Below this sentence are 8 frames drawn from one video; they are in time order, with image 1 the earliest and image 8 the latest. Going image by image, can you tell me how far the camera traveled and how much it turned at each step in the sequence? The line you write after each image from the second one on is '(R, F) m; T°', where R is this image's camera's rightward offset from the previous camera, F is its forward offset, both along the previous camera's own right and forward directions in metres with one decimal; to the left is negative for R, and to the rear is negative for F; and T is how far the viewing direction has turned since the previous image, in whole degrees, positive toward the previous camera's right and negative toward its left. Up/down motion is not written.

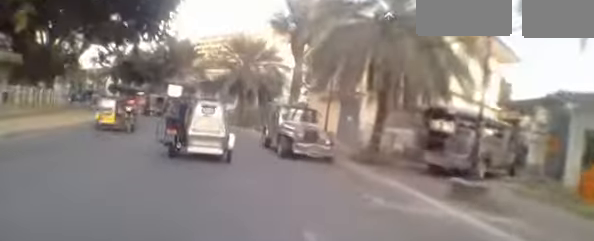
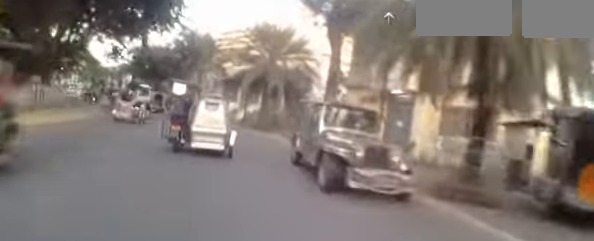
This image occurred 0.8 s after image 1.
(-0.5, +4.2) m; -2°
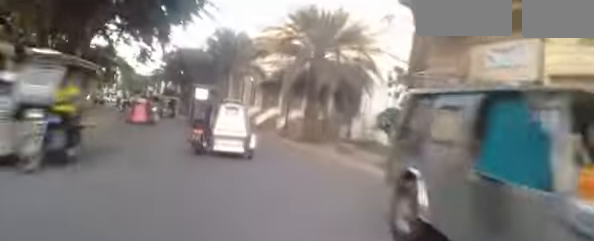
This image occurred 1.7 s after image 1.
(+0.2, +5.1) m; 0°
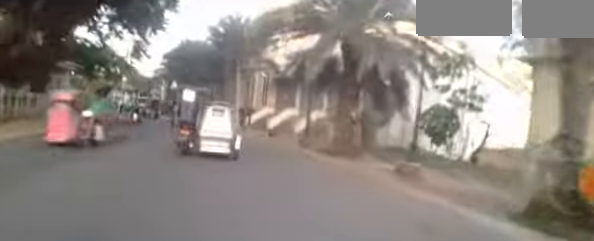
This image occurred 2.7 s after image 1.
(-0.1, +5.3) m; -3°
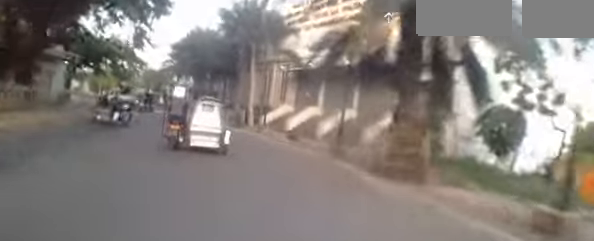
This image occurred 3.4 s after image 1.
(-0.1, +4.1) m; -5°
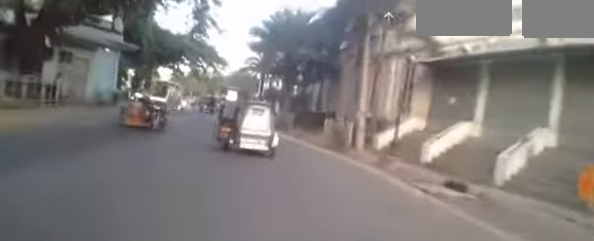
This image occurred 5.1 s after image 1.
(-1.0, +9.4) m; -10°
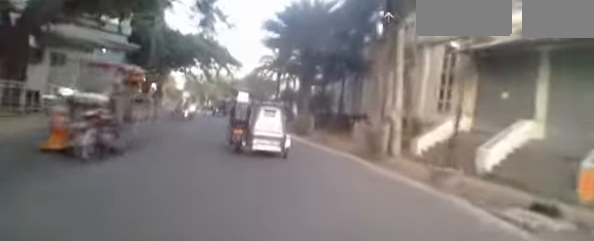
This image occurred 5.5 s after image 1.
(0.0, +2.5) m; 0°
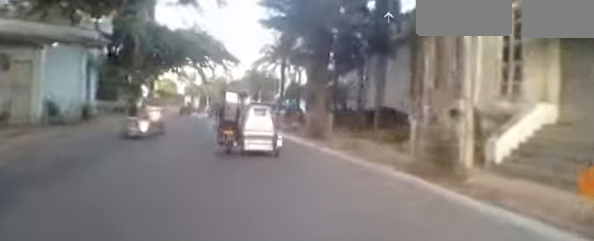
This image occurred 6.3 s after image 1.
(0.0, +4.5) m; -2°
